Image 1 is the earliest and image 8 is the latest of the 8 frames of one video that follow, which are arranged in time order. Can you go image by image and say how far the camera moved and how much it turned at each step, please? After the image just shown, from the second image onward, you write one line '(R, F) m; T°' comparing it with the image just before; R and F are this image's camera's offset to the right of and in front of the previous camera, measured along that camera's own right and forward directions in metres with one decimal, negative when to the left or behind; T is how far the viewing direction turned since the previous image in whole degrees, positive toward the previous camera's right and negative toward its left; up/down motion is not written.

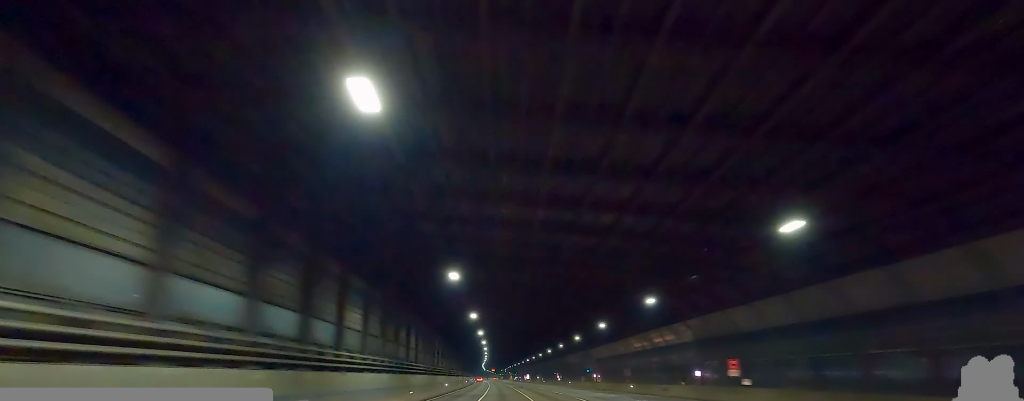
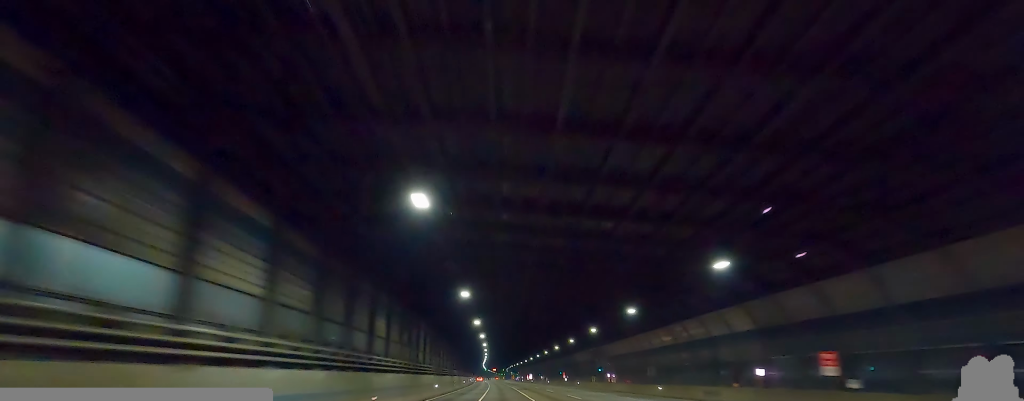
(-0.2, +11.3) m; 0°
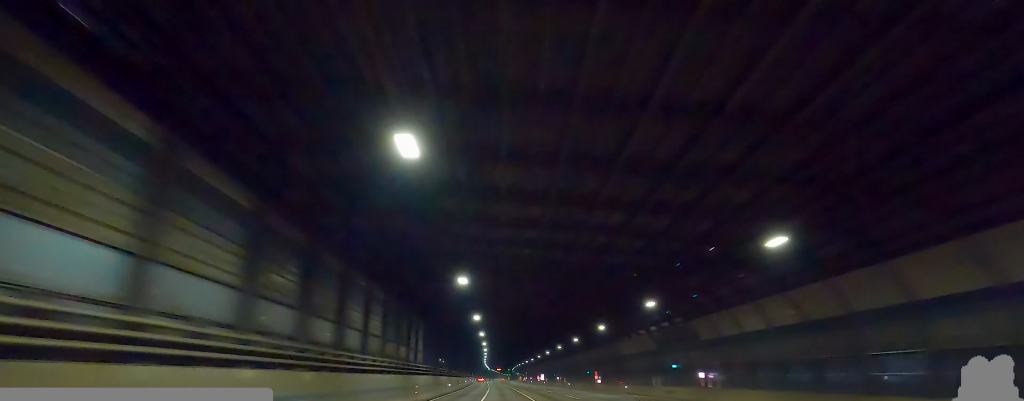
(-0.4, +37.7) m; 0°
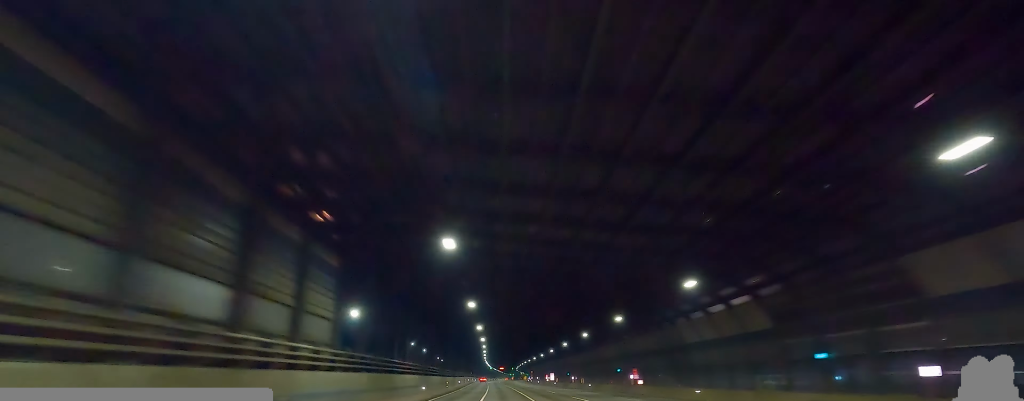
(+0.3, +24.7) m; 0°
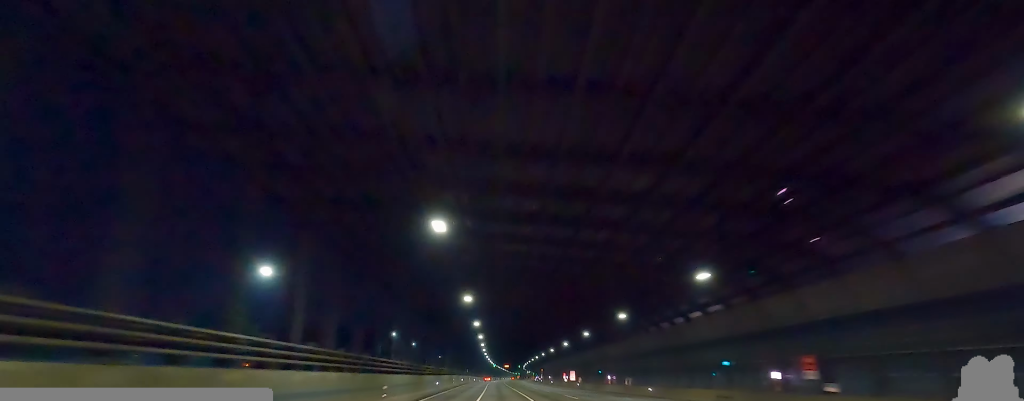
(-0.3, +36.1) m; -2°
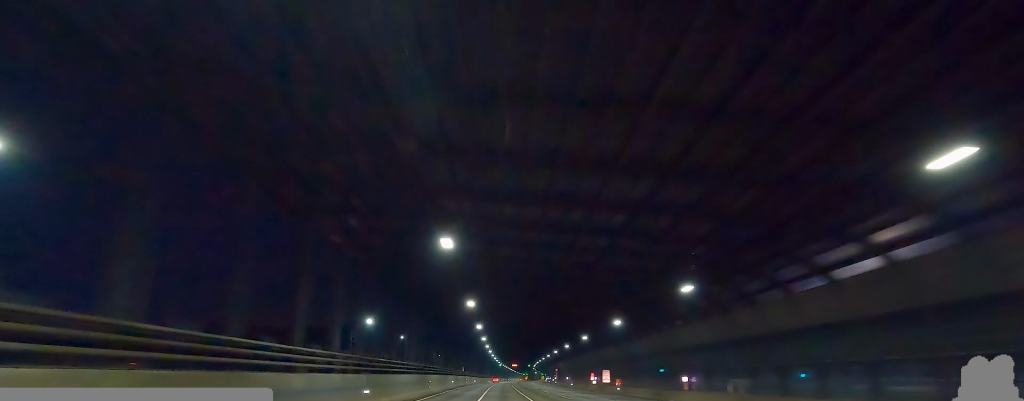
(-0.7, +31.5) m; +2°
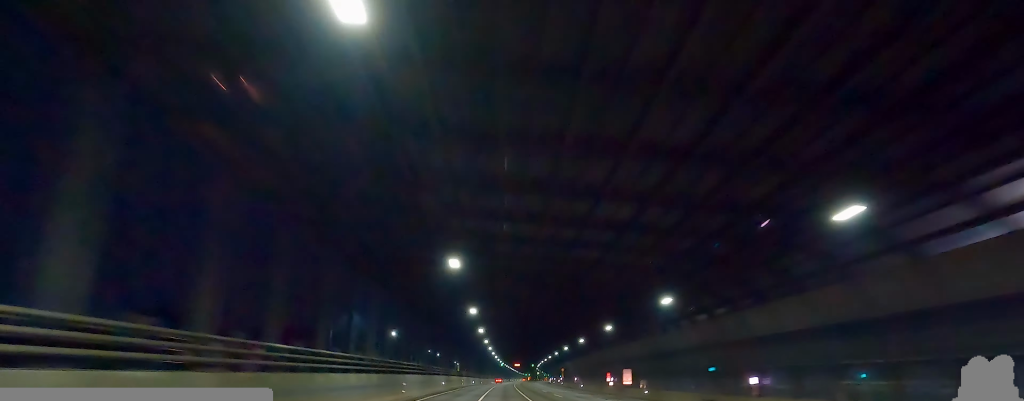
(+0.9, +13.4) m; 0°
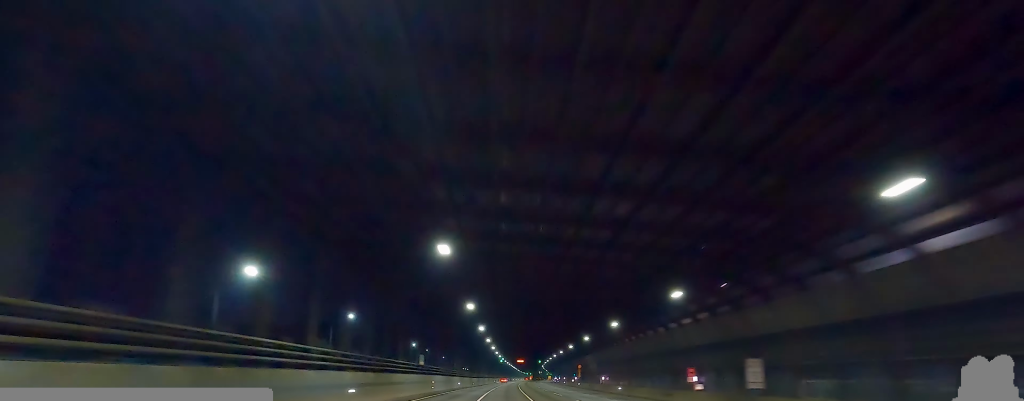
(-0.4, +36.6) m; -3°
